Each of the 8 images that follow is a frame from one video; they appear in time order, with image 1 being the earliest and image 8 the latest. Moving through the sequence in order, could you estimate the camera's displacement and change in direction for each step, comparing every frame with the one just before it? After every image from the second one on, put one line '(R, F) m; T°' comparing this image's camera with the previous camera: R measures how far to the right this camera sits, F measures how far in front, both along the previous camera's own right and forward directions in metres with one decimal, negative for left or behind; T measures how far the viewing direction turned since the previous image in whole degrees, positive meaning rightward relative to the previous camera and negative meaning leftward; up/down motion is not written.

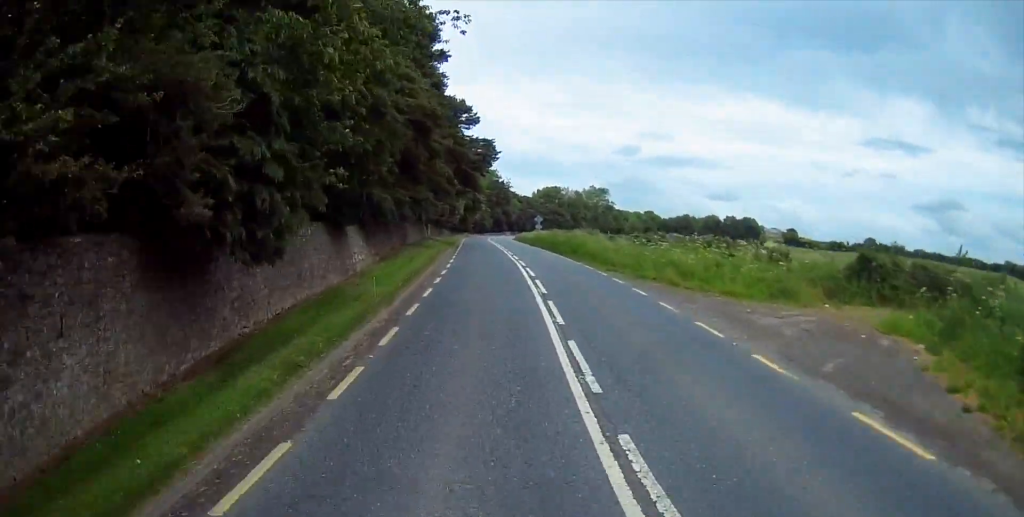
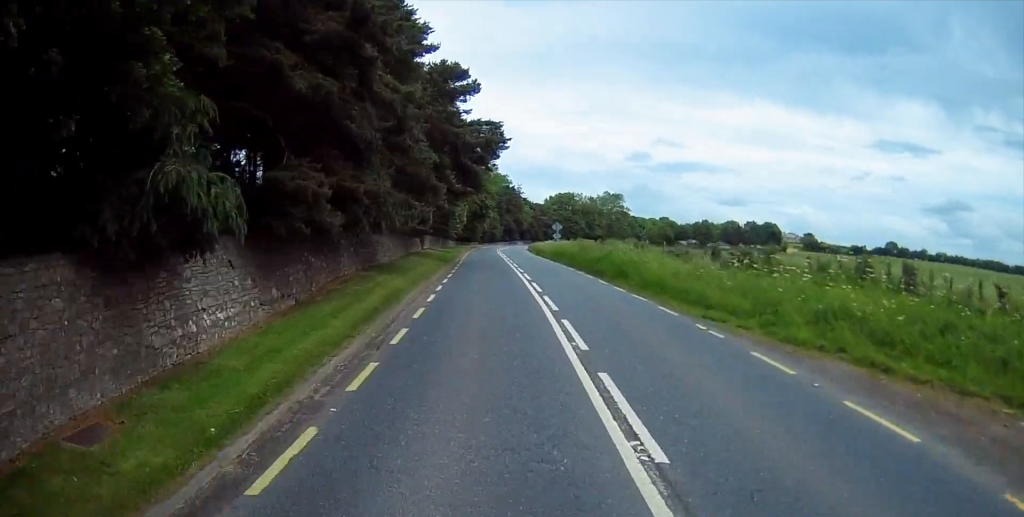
(0.0, +14.8) m; 0°
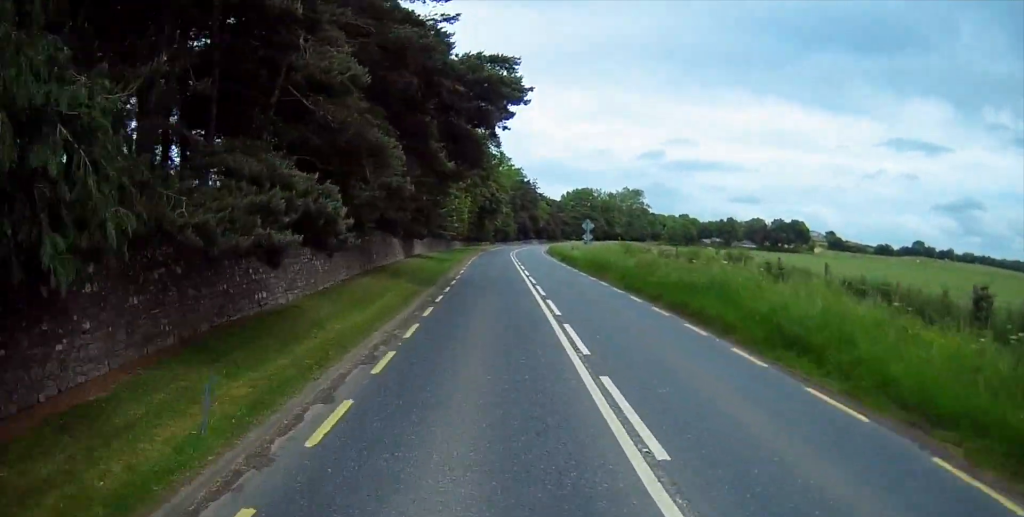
(0.0, +17.5) m; -1°
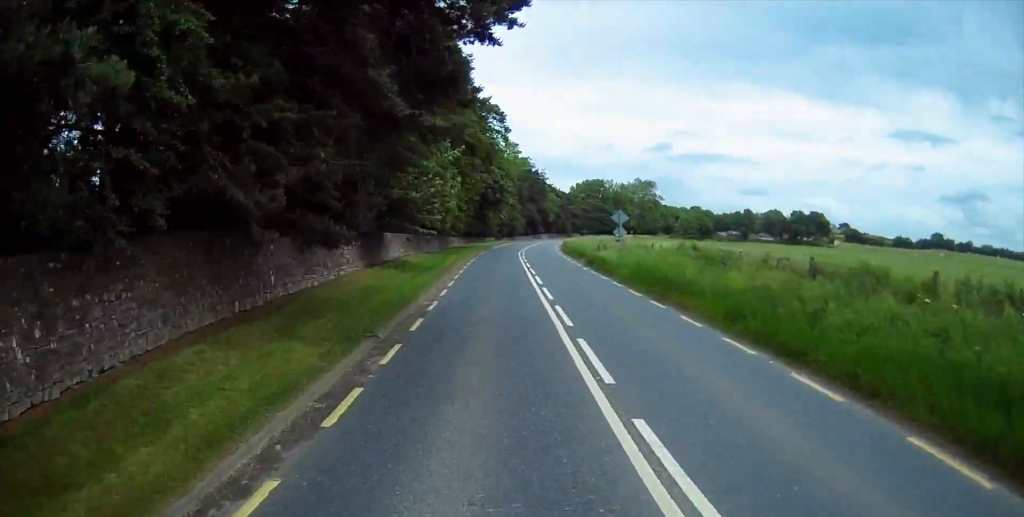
(-0.1, +14.7) m; -1°
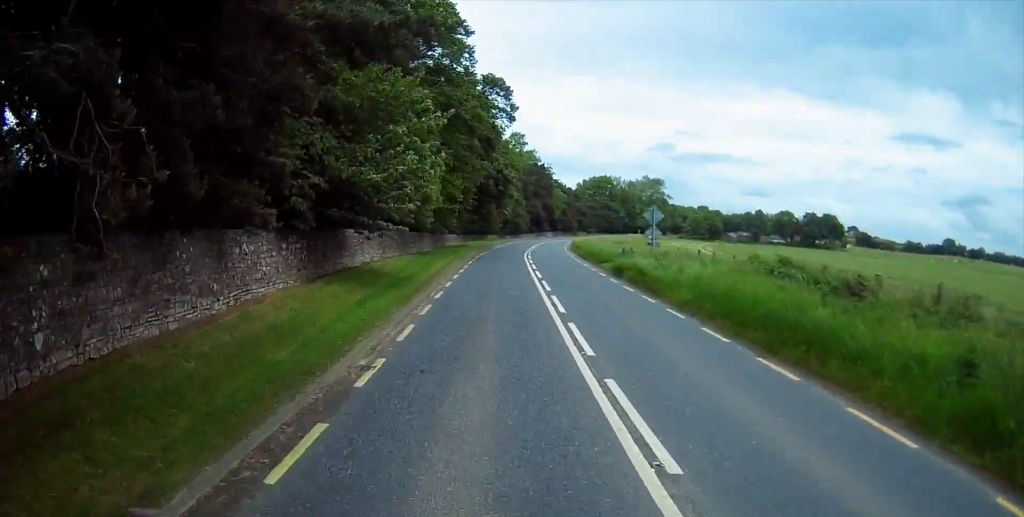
(-0.2, +9.8) m; -1°
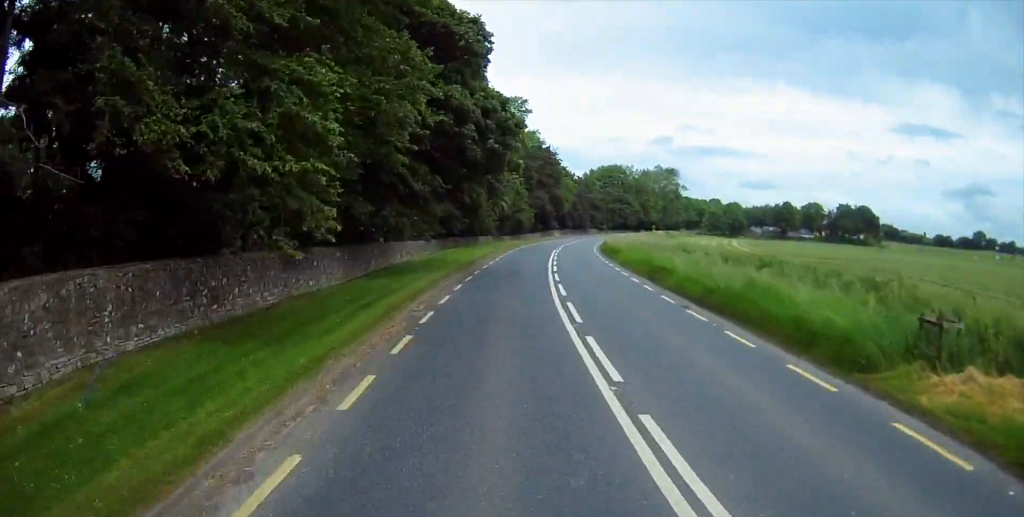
(-0.3, +32.2) m; +1°
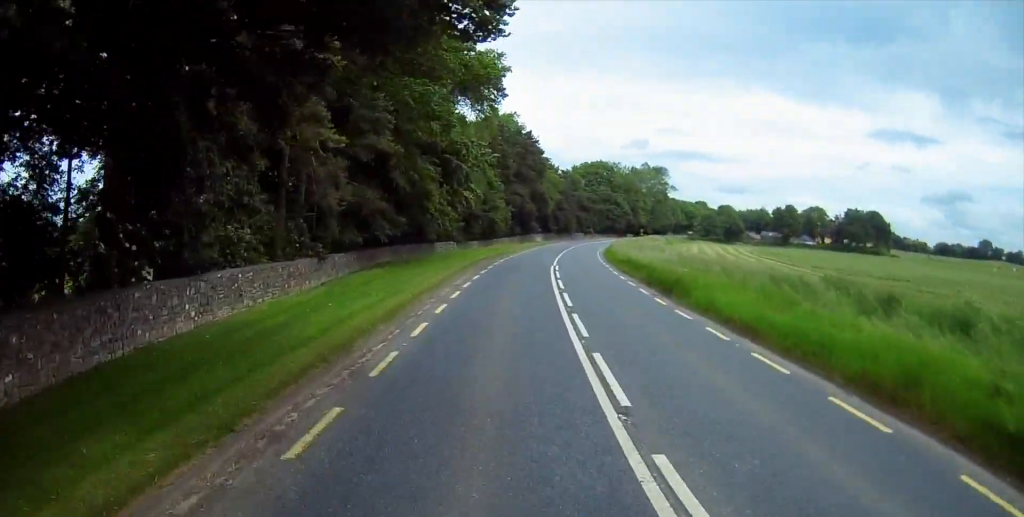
(+0.7, +25.0) m; +2°
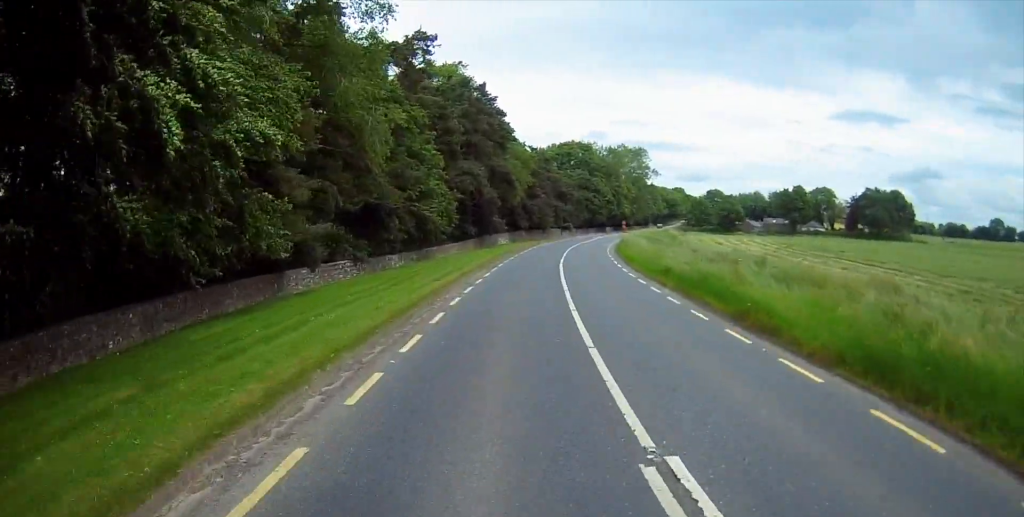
(+0.5, +35.8) m; +3°
